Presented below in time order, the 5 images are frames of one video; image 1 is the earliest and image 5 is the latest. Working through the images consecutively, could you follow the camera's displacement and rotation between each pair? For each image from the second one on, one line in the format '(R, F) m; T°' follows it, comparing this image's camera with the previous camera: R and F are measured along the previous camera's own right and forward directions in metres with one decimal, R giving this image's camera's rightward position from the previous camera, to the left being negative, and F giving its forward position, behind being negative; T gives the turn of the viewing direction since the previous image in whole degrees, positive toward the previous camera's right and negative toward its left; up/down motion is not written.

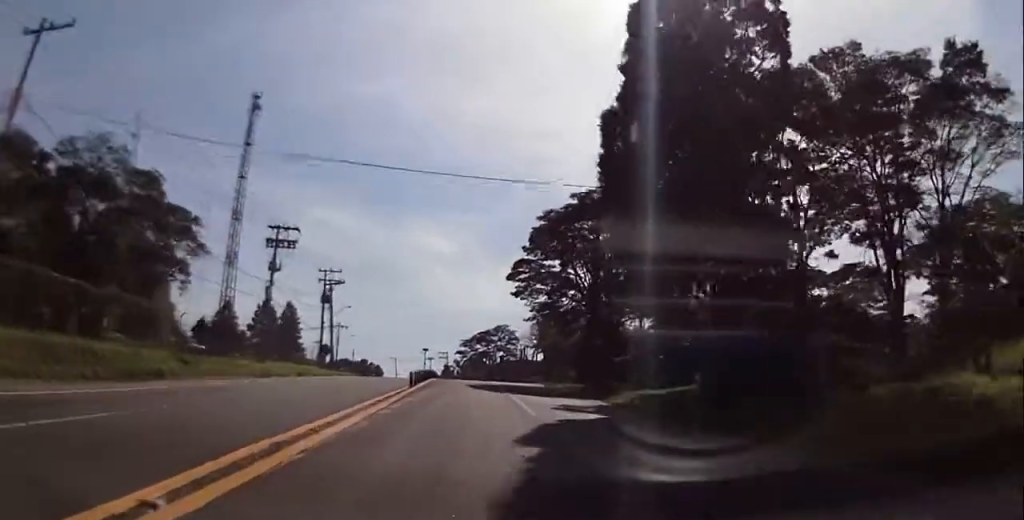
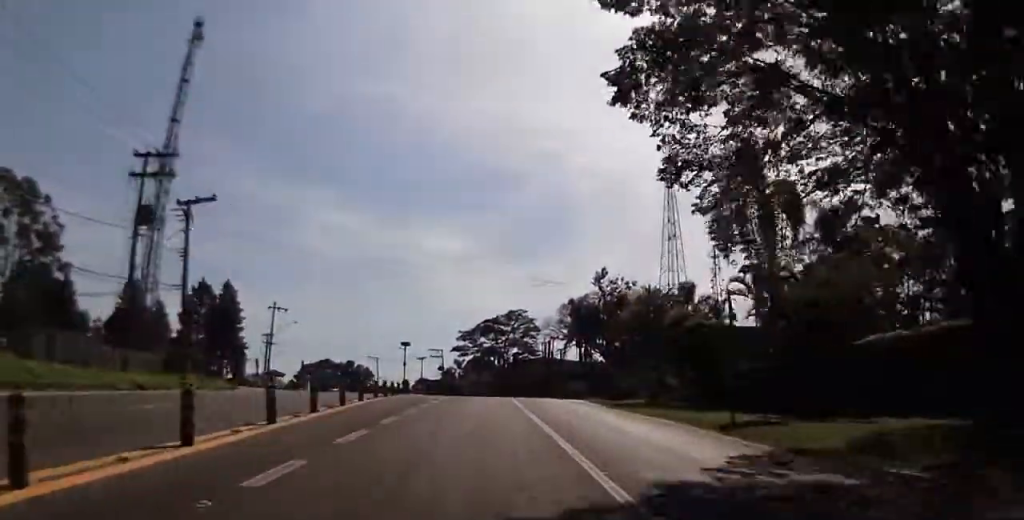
(+1.2, +42.6) m; +1°
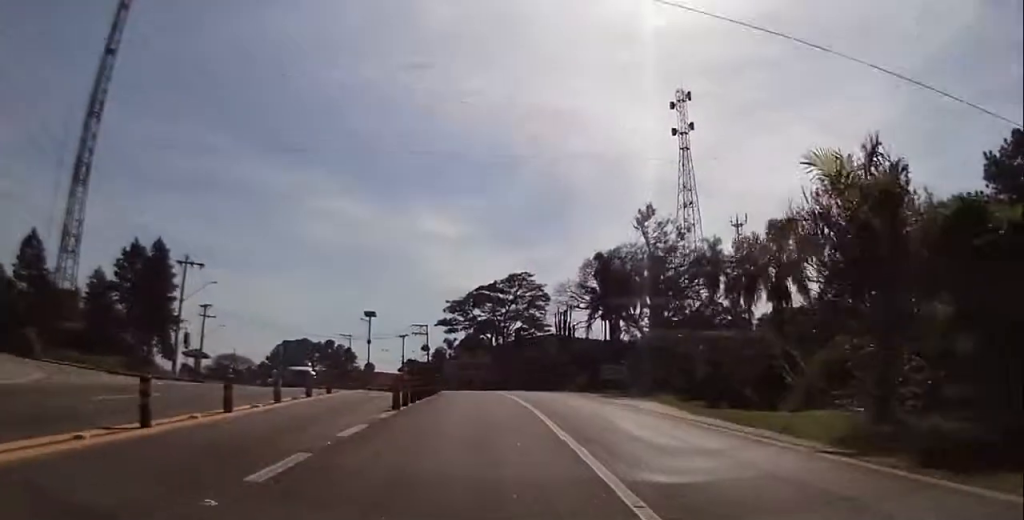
(+0.2, +26.5) m; +1°
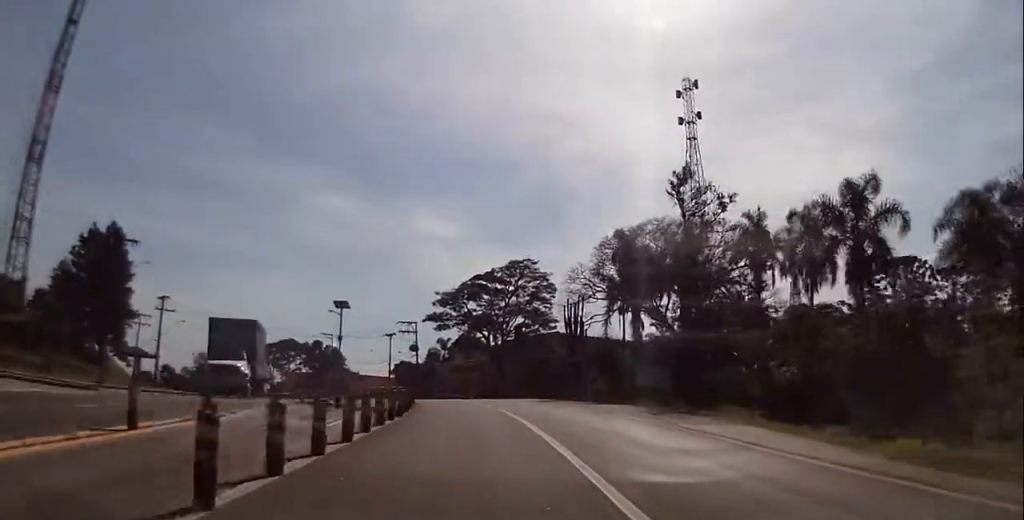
(0.0, +13.0) m; -1°
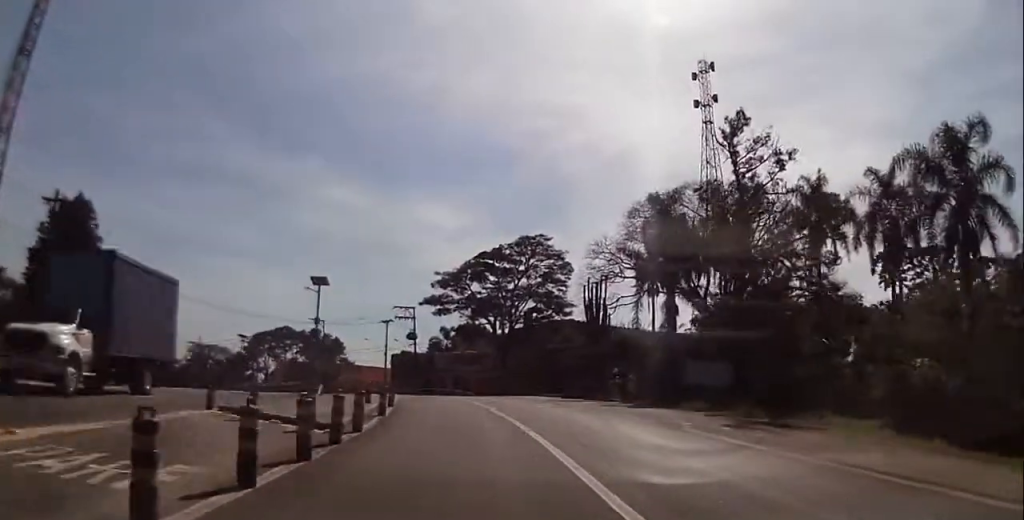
(-0.1, +9.2) m; -1°
